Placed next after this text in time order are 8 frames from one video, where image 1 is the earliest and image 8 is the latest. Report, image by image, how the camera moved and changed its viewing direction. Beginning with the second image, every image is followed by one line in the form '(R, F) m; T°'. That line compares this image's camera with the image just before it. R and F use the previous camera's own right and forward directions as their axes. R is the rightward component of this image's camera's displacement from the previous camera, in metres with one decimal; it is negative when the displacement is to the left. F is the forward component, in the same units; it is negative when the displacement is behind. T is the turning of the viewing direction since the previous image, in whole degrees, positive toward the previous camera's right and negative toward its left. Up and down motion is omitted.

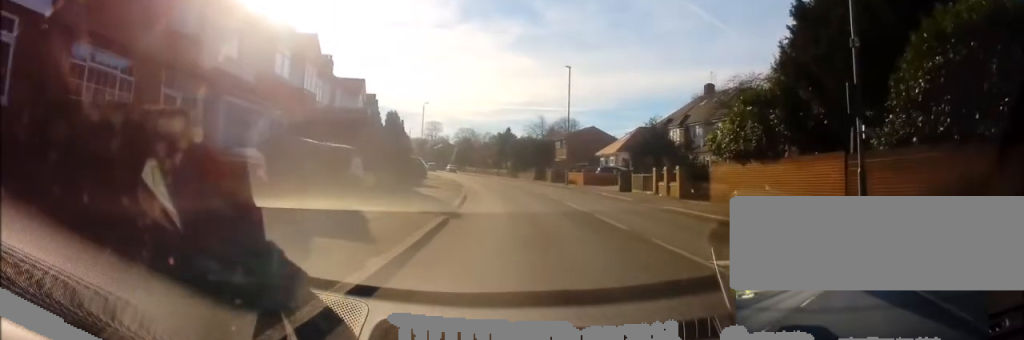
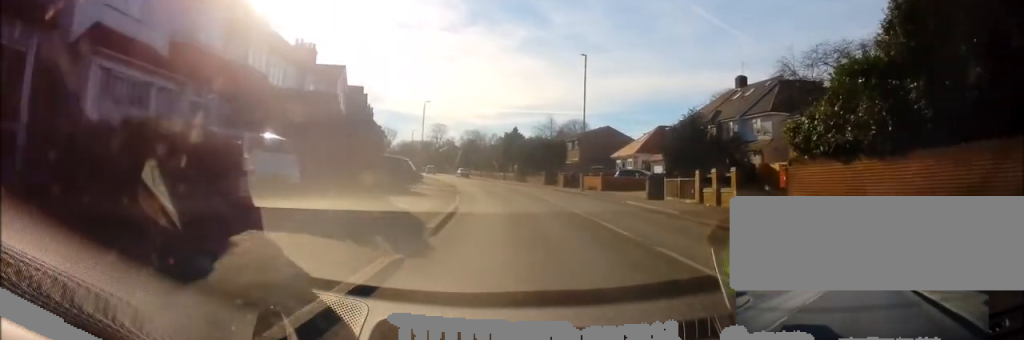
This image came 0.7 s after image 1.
(-0.1, +6.6) m; -2°
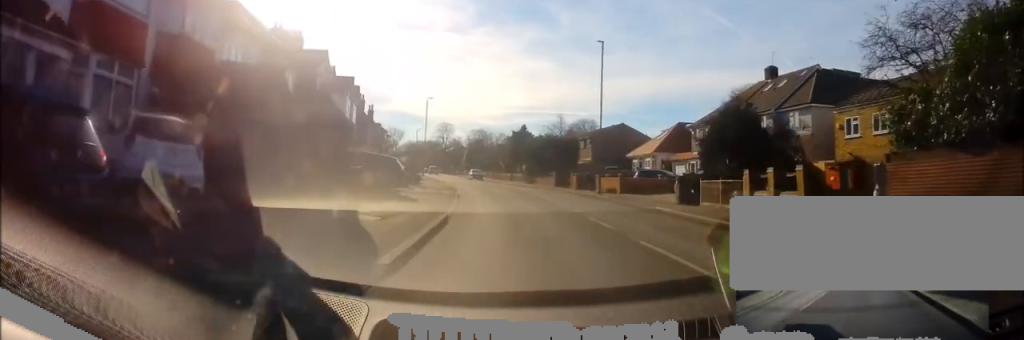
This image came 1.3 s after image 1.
(-0.1, +5.3) m; -2°
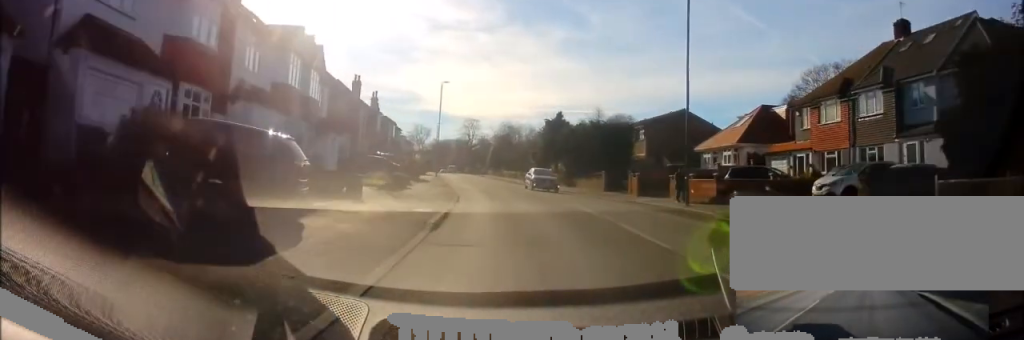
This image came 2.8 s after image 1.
(-0.5, +15.1) m; -4°
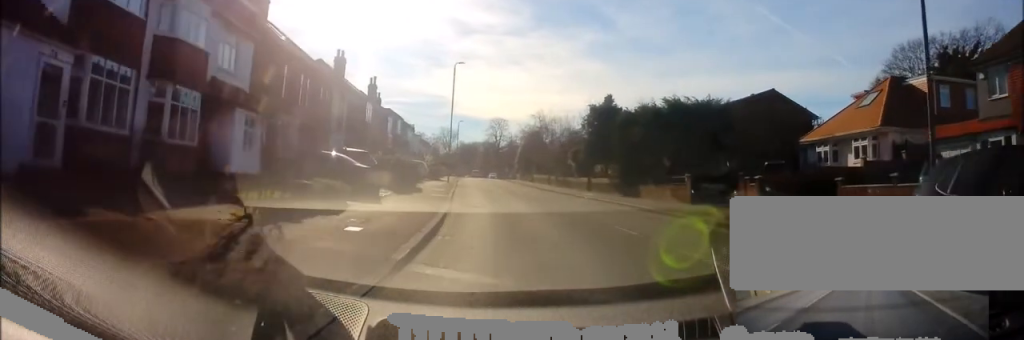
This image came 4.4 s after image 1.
(-0.3, +14.2) m; -2°
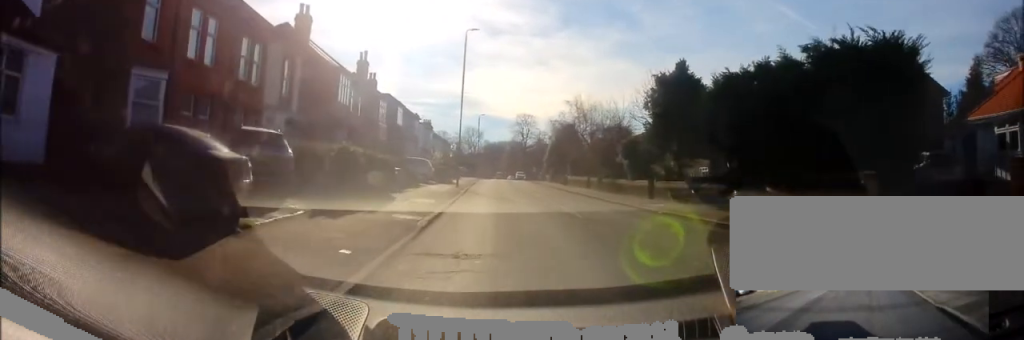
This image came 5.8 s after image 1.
(-0.4, +12.9) m; -3°
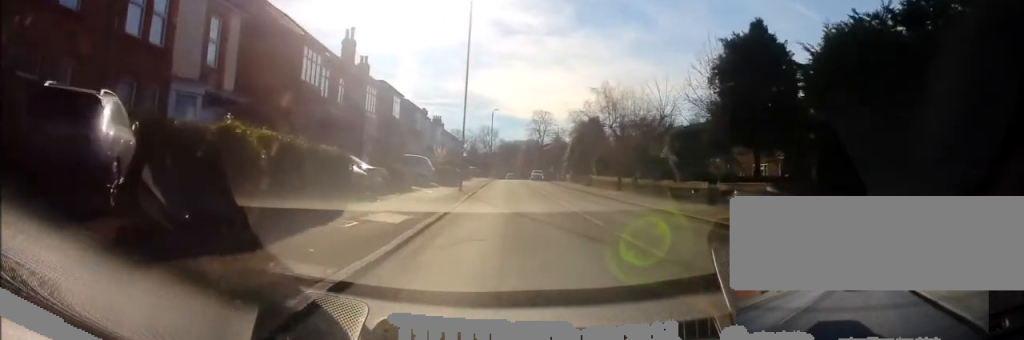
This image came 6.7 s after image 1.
(0.0, +8.1) m; -1°
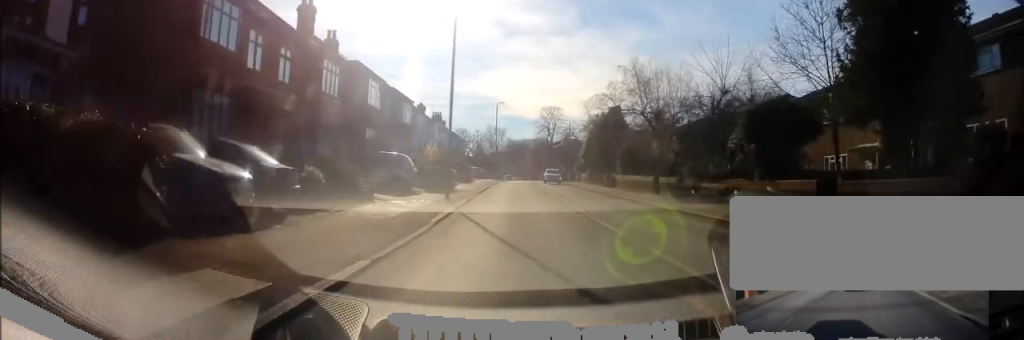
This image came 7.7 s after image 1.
(-0.1, +9.1) m; 0°
